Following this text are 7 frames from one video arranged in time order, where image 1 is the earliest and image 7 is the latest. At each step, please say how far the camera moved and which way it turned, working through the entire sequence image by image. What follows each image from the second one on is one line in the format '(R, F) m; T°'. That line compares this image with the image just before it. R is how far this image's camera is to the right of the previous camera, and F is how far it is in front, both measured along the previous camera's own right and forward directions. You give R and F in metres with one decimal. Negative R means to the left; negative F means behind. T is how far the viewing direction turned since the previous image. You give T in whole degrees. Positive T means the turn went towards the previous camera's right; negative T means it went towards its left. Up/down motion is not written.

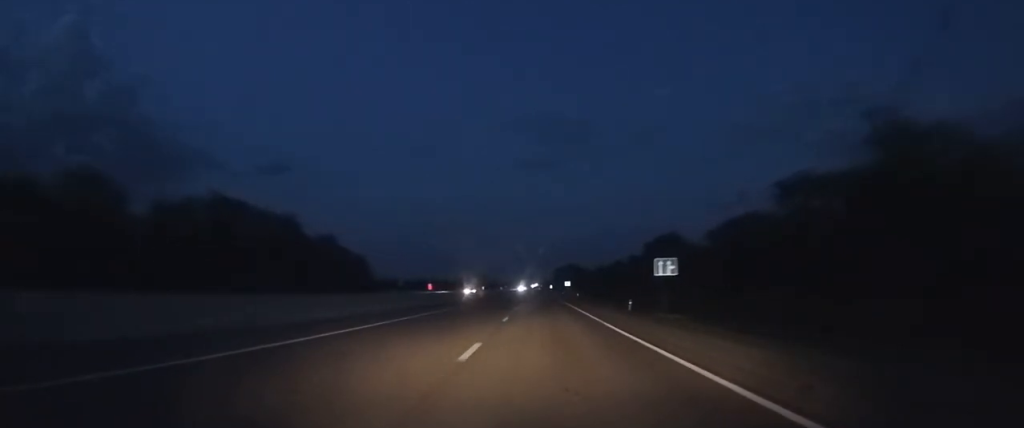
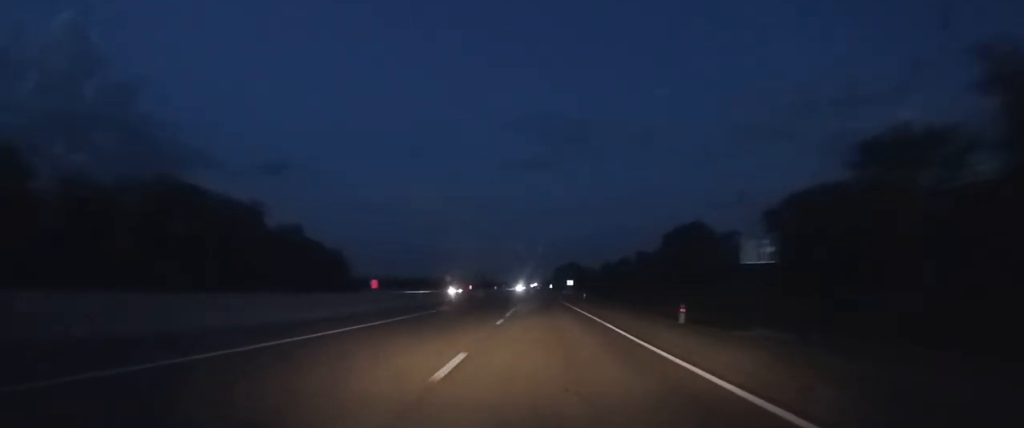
(0.0, +15.9) m; 0°
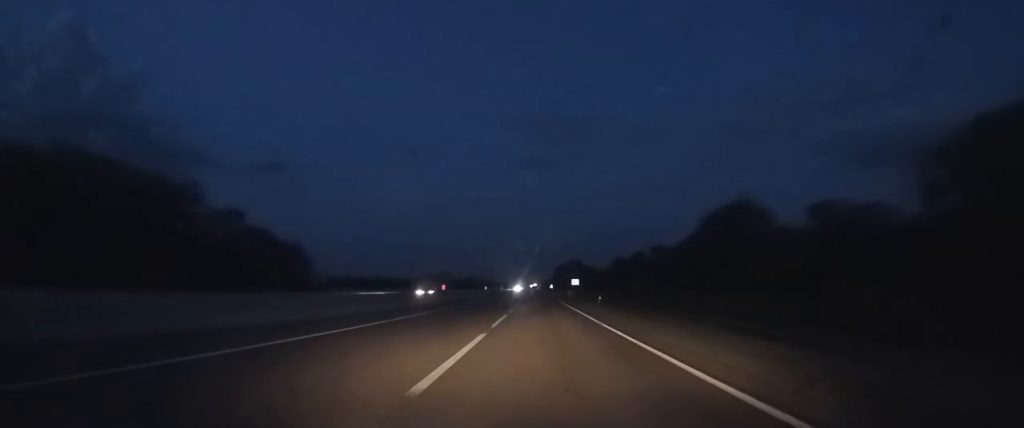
(0.0, +19.6) m; 0°
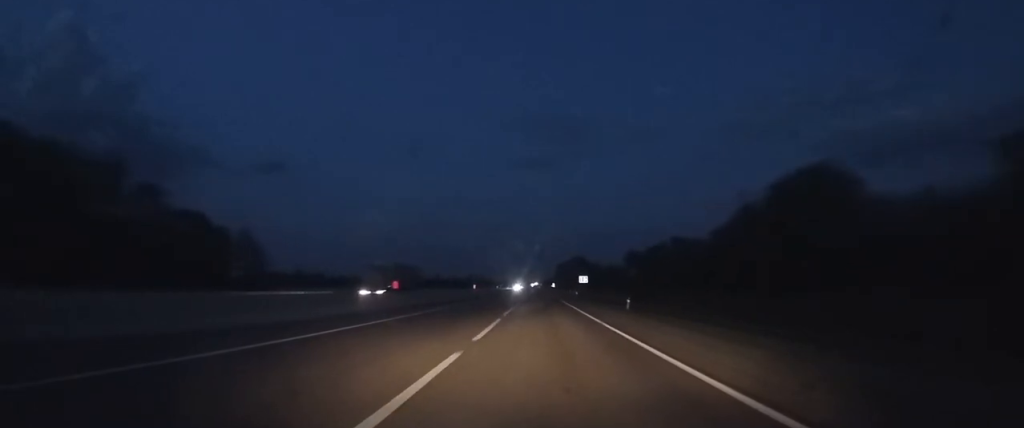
(0.0, +16.1) m; 0°
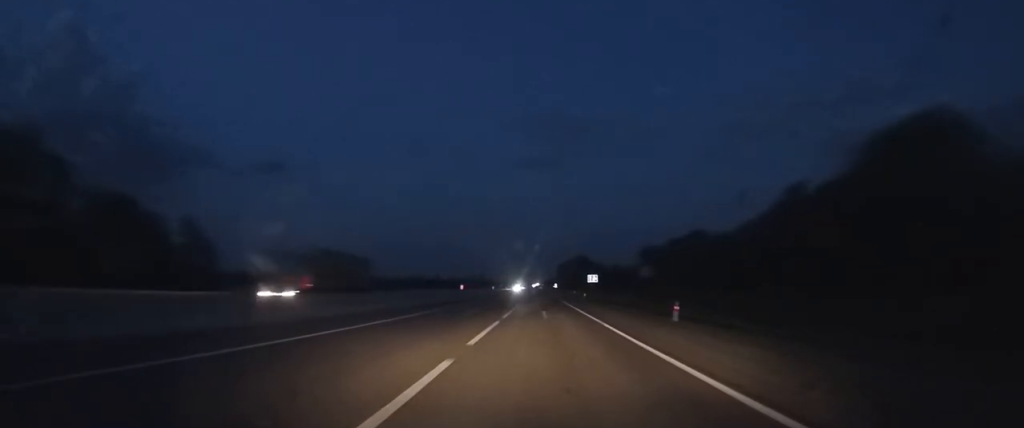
(0.0, +11.7) m; 0°
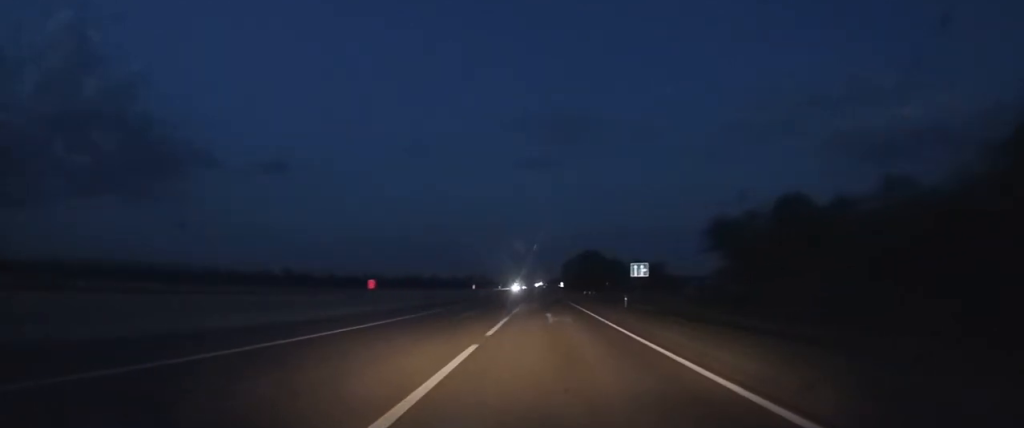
(-0.1, +25.9) m; 0°
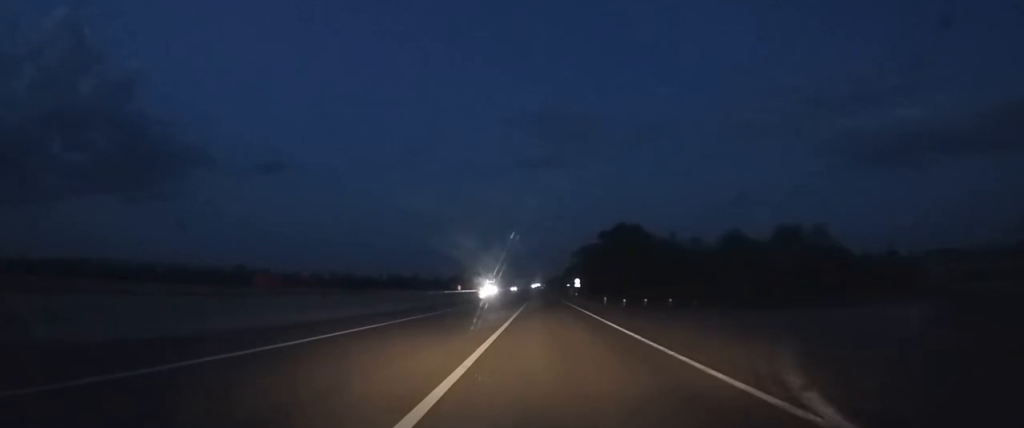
(-0.3, +77.3) m; 0°
